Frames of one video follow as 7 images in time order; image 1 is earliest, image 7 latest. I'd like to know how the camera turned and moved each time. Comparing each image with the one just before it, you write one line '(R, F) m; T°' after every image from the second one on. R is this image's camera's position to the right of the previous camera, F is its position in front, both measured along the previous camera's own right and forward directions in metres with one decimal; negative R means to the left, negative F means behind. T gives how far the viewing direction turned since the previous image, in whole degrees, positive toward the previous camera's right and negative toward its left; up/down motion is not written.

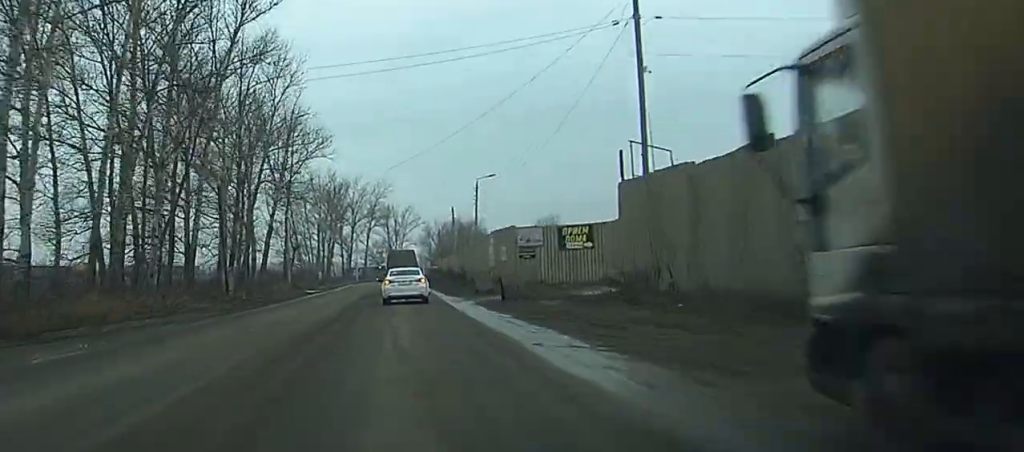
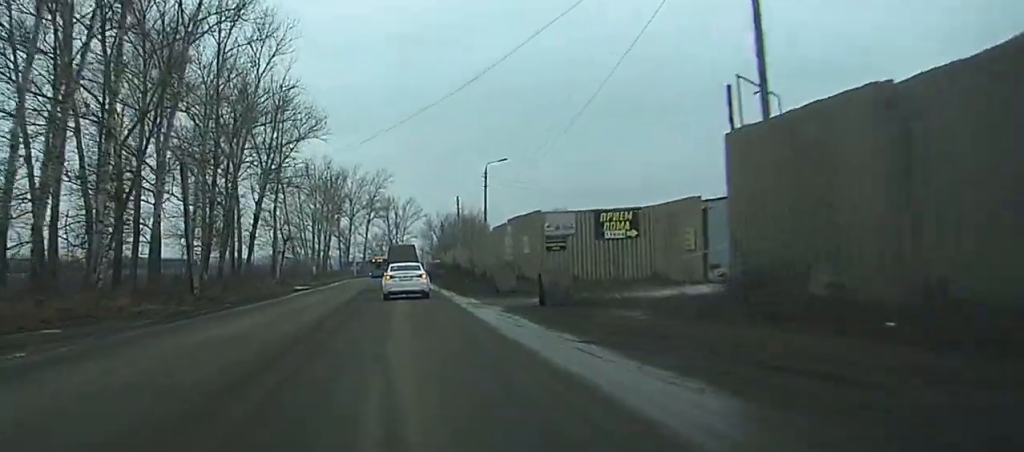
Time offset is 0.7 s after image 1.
(-0.1, +8.7) m; 0°
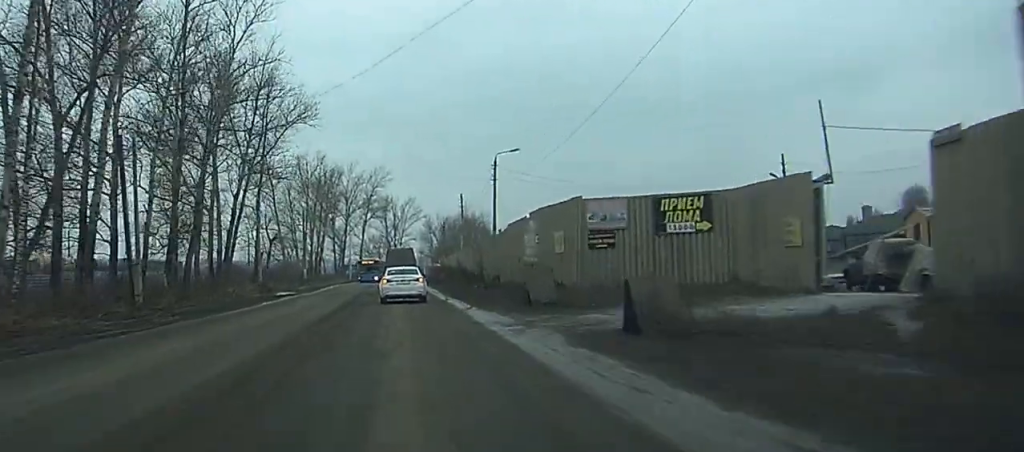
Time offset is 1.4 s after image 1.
(+0.2, +9.2) m; +2°
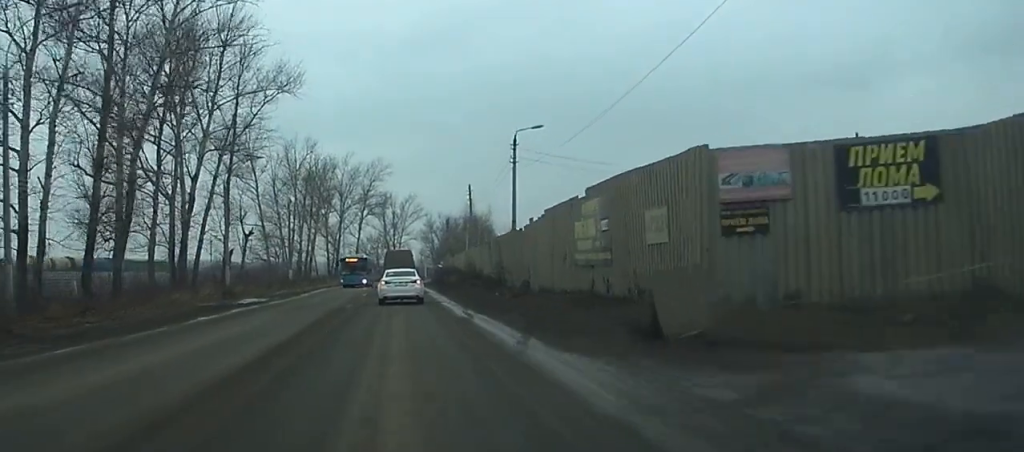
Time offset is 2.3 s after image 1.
(+0.1, +12.7) m; 0°
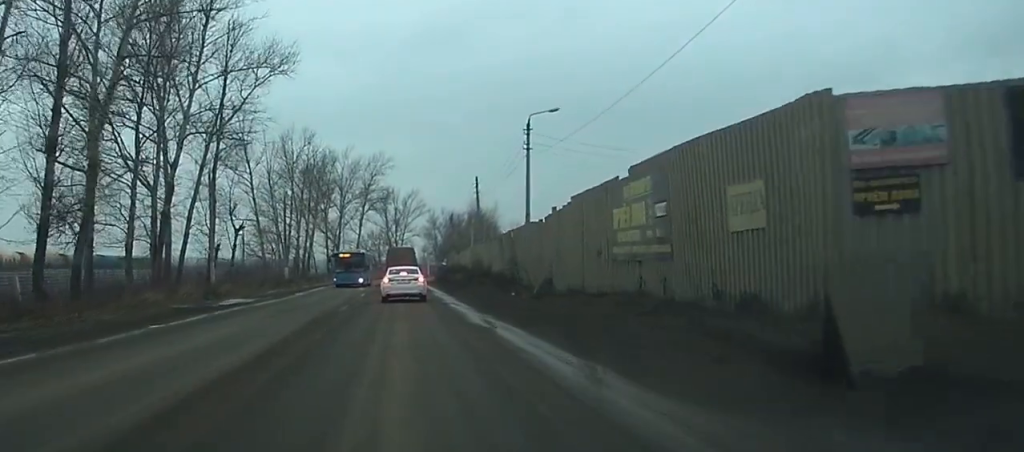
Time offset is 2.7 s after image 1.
(0.0, +5.3) m; 0°
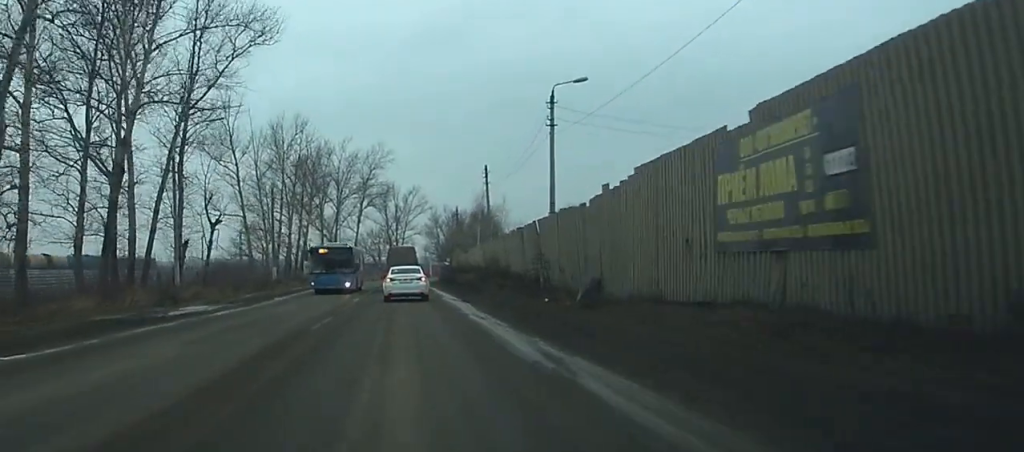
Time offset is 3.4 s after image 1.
(0.0, +8.3) m; 0°
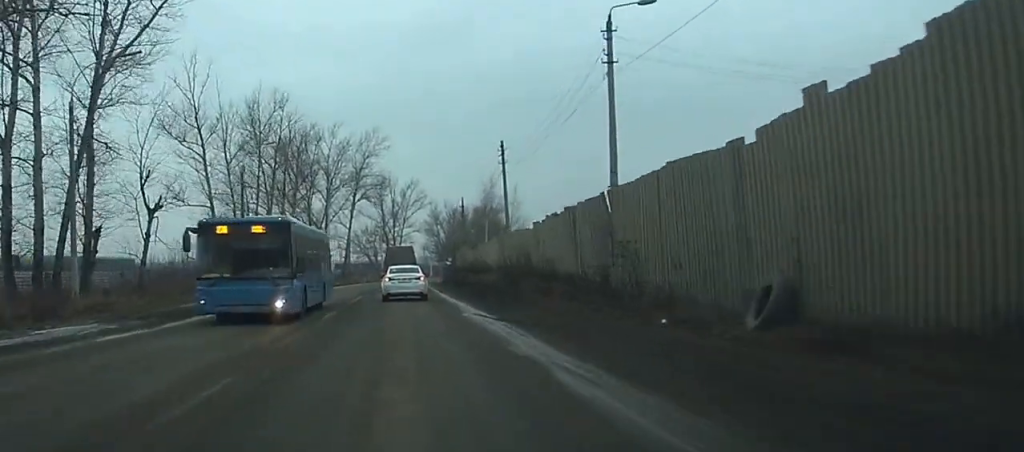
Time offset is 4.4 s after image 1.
(0.0, +13.3) m; -1°
